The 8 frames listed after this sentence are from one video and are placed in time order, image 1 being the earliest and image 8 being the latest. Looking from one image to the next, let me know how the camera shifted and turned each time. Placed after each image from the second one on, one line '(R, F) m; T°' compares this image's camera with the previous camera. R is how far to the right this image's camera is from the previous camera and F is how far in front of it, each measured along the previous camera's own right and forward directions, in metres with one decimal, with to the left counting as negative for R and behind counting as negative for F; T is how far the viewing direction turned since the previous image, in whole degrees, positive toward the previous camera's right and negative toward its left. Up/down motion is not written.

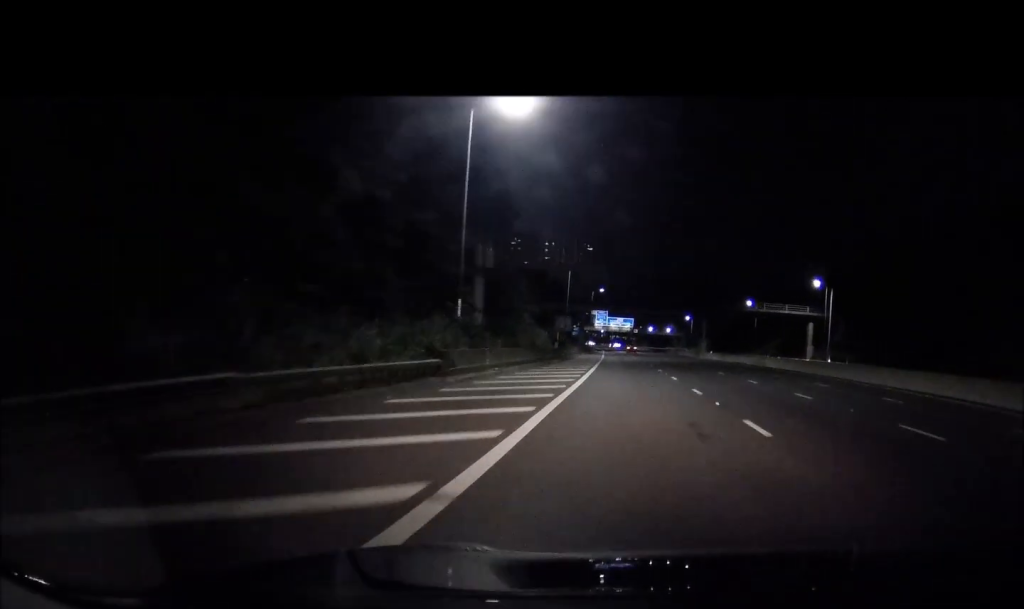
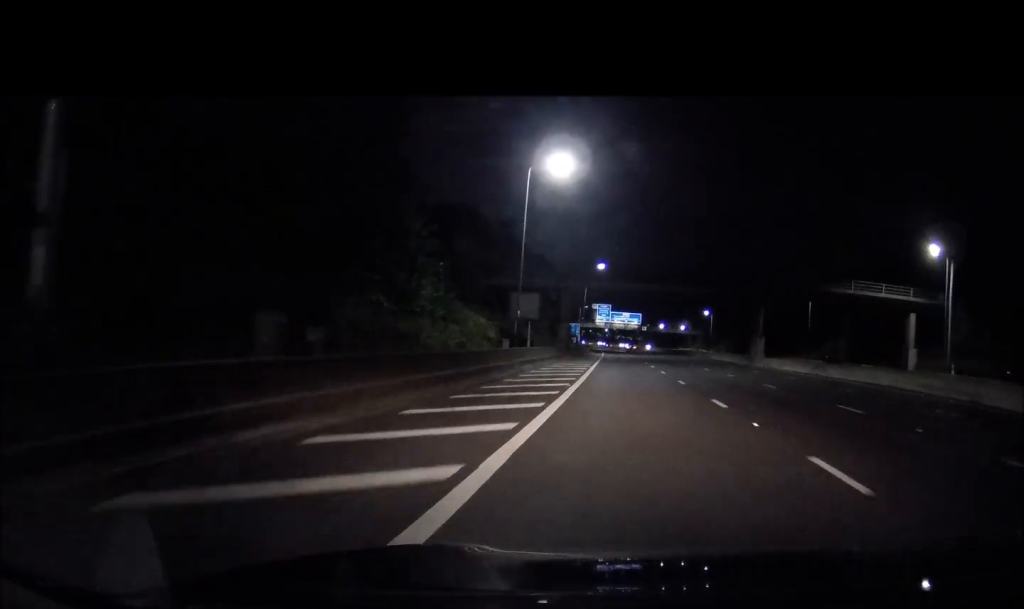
(-0.2, +40.0) m; -1°
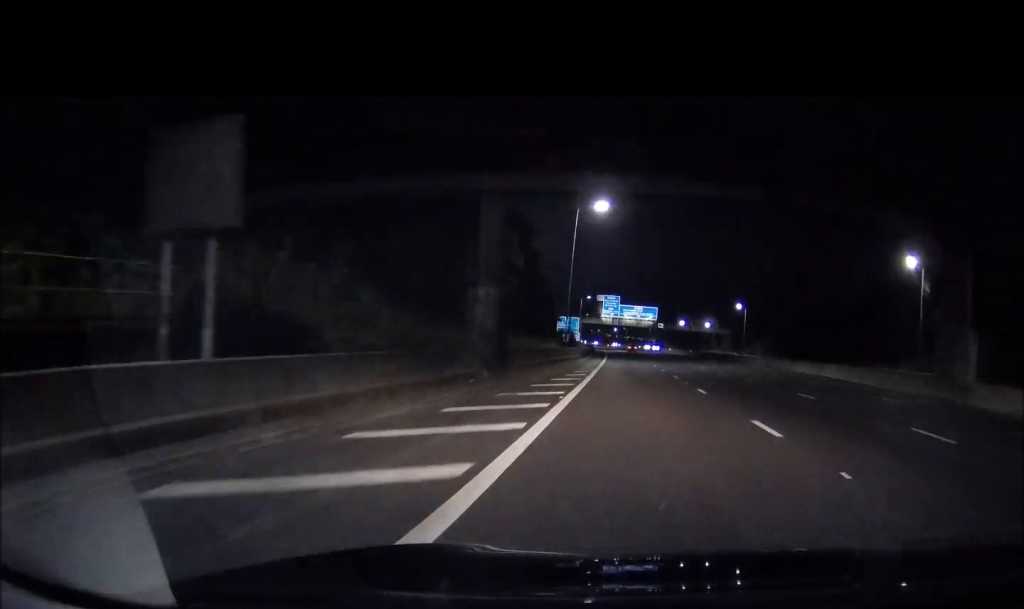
(-0.4, +40.8) m; 0°
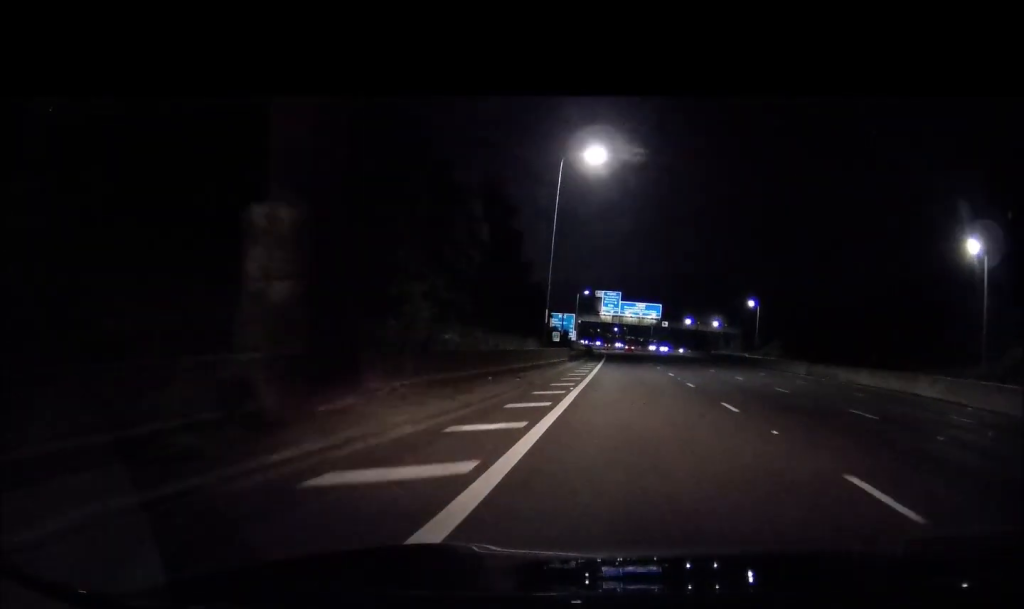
(+0.2, +14.4) m; 0°
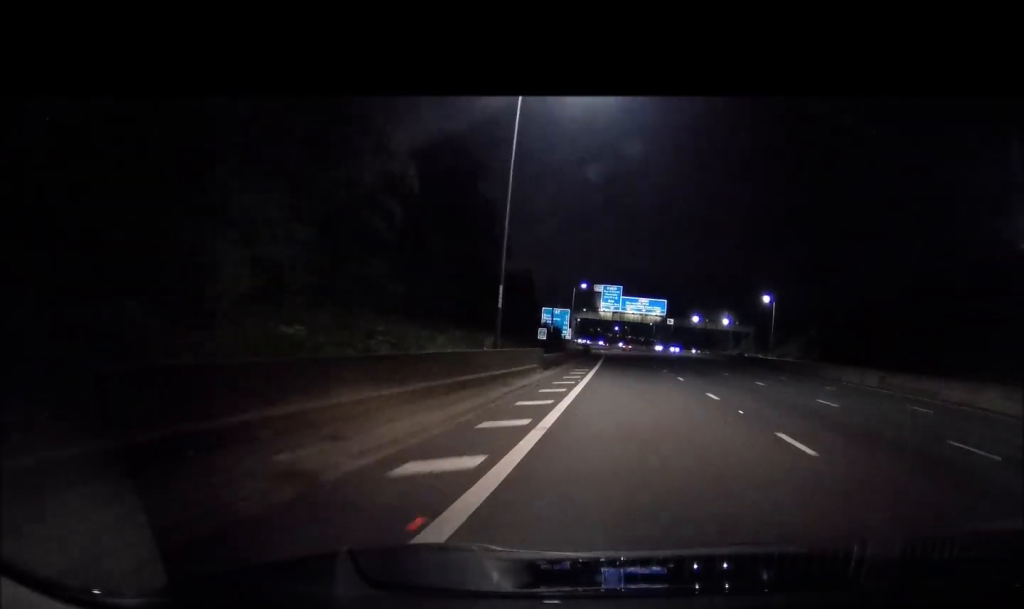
(+0.2, +14.4) m; 0°
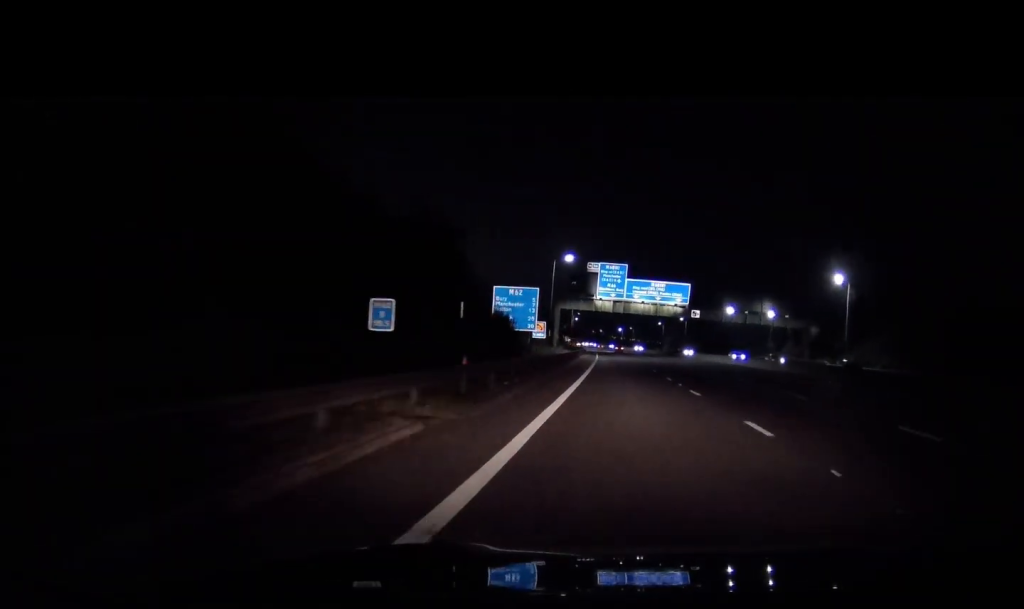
(-0.9, +43.6) m; -1°
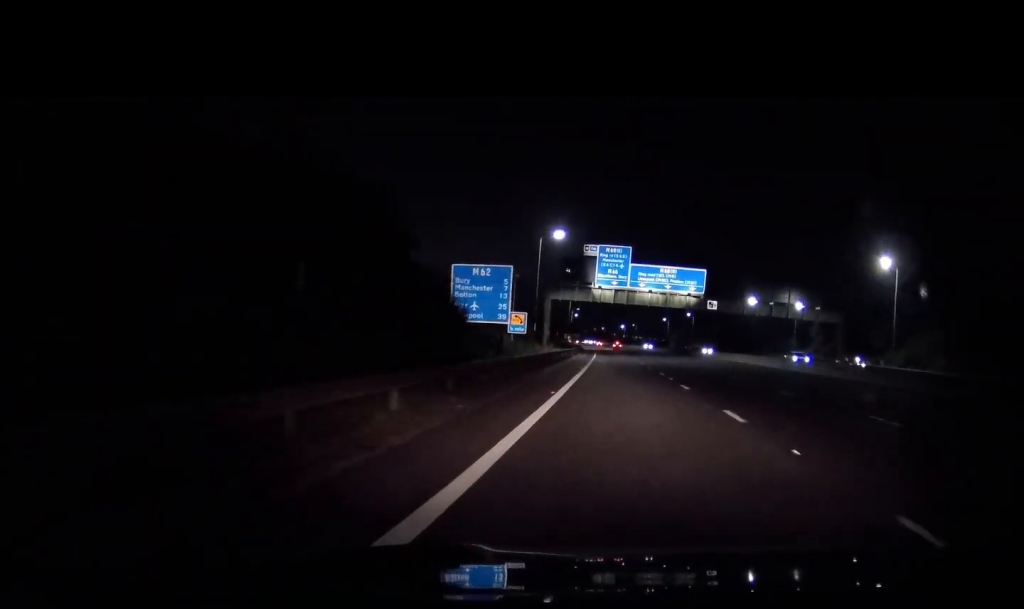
(-0.2, +16.4) m; 0°
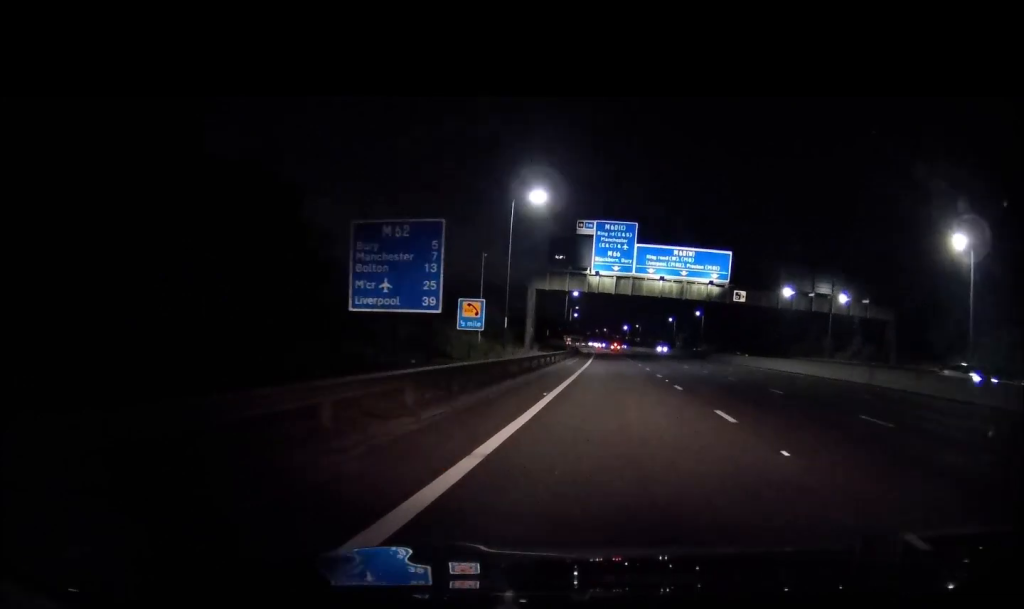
(+0.2, +18.3) m; 0°
